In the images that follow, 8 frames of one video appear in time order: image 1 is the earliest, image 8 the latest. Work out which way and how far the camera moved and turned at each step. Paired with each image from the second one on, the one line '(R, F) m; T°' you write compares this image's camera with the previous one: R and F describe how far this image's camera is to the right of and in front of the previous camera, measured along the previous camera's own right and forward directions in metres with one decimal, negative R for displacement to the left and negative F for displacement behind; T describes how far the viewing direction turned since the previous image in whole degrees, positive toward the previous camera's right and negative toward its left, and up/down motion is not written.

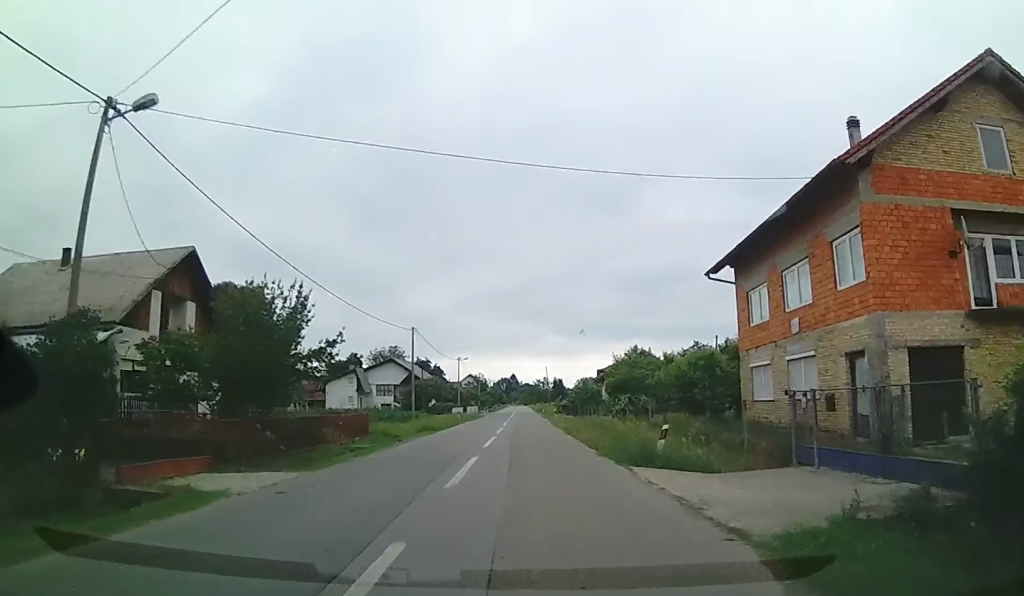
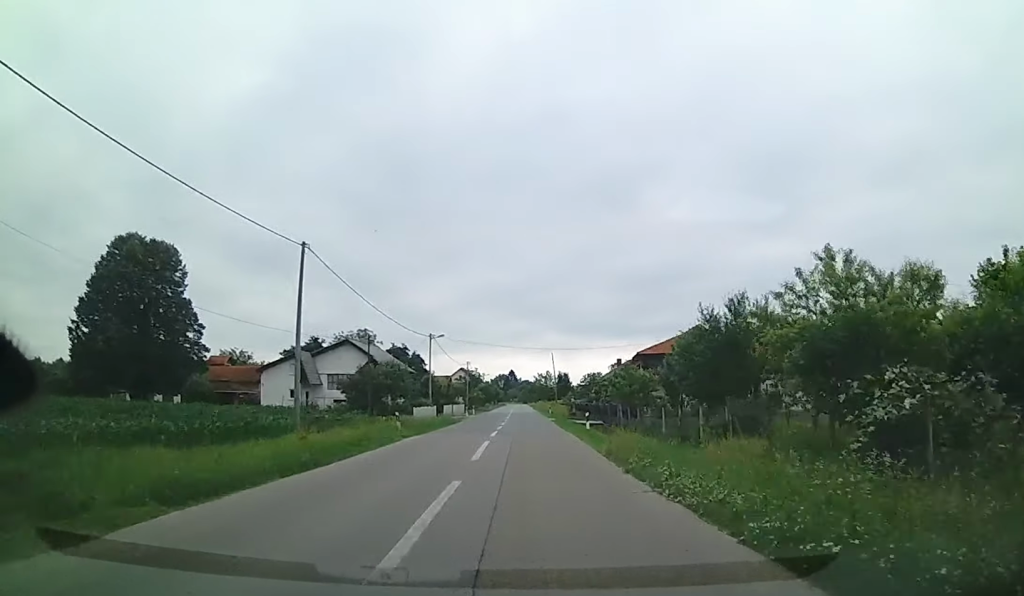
(-0.9, +27.3) m; -1°
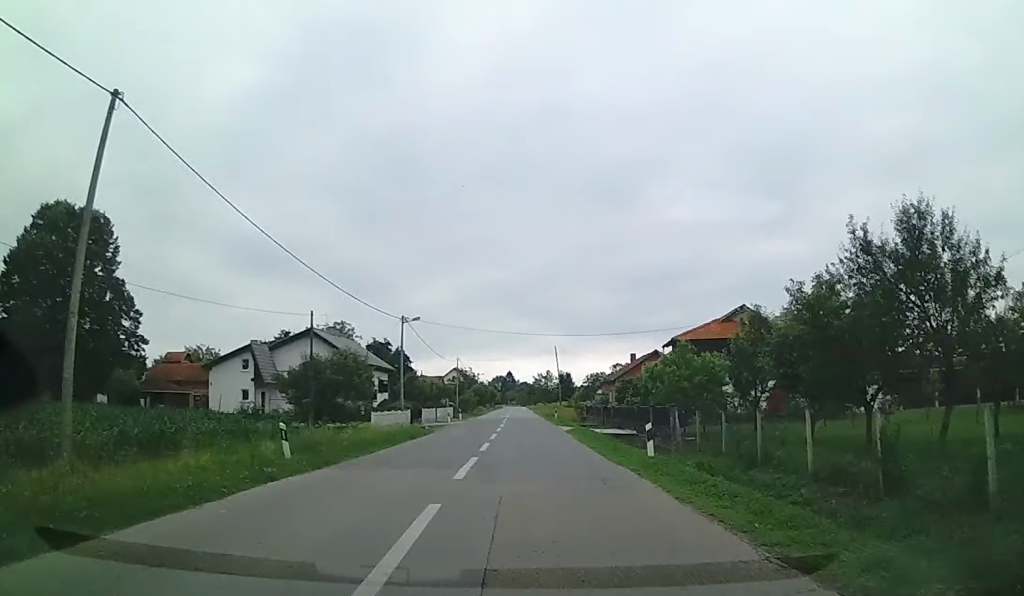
(0.0, +13.8) m; +1°
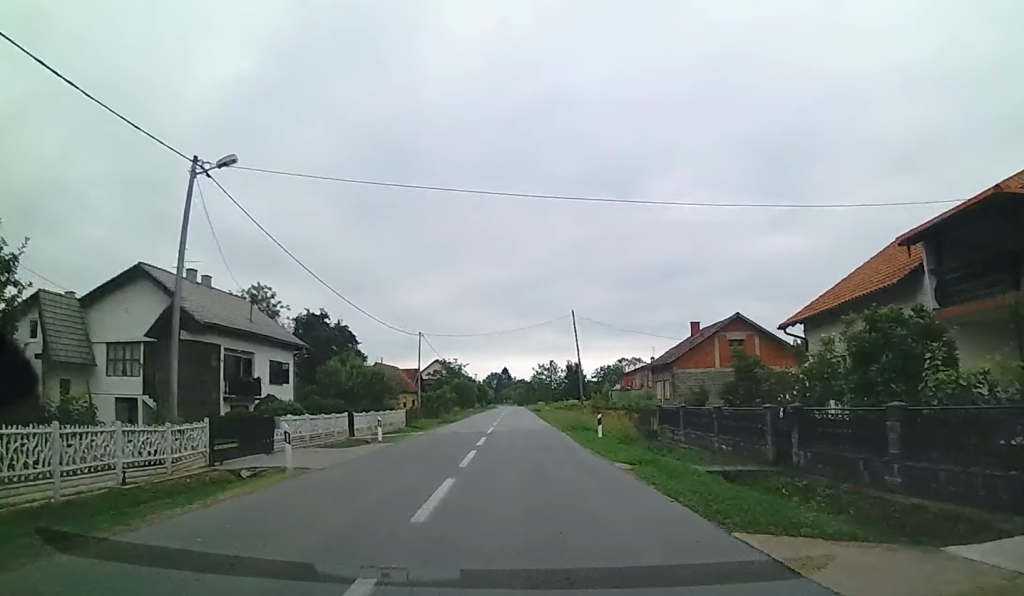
(+0.6, +31.5) m; 0°
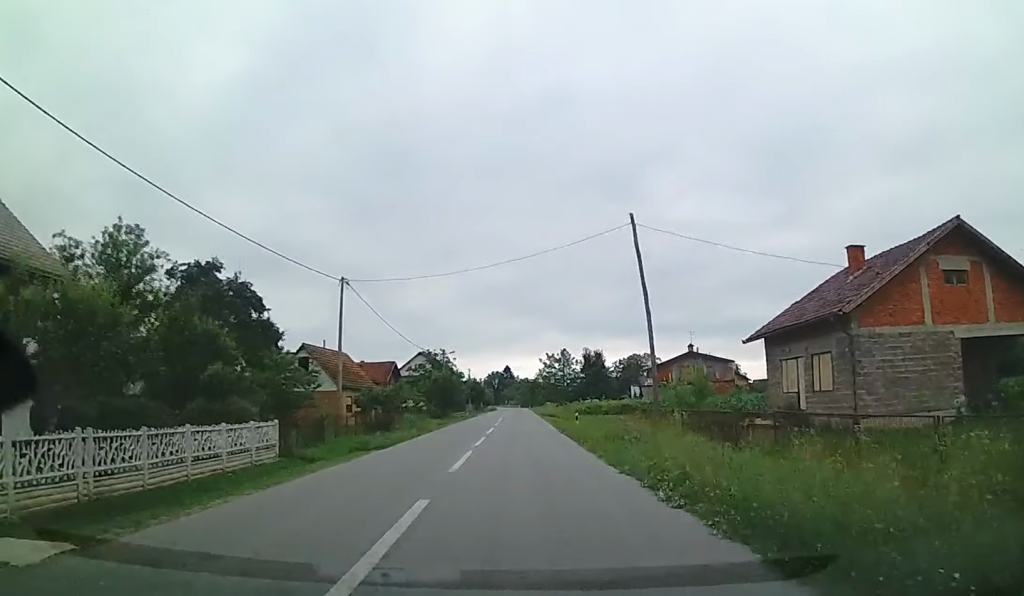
(-0.2, +26.2) m; 0°
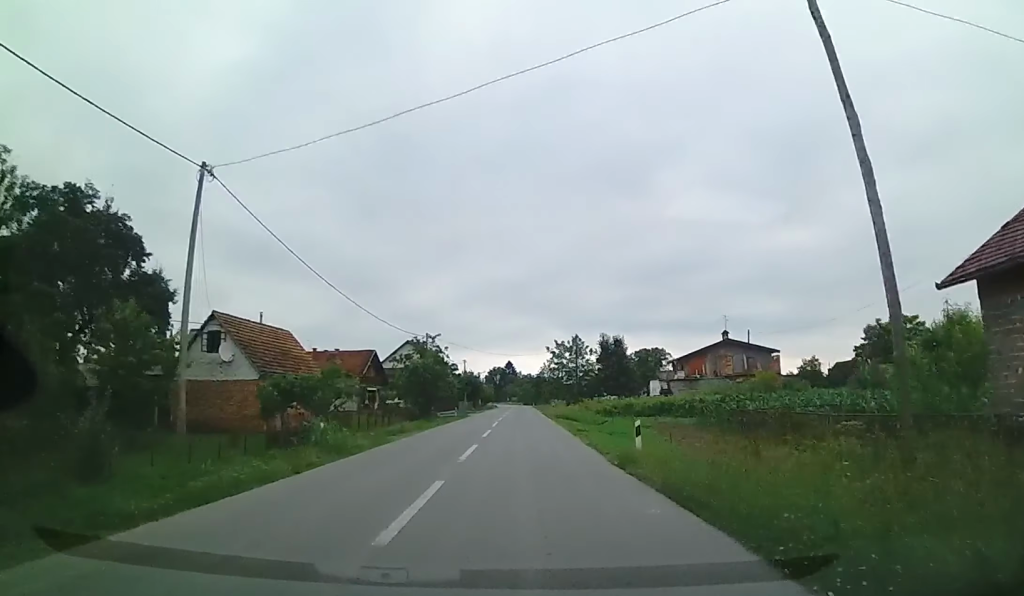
(+0.3, +15.5) m; 0°
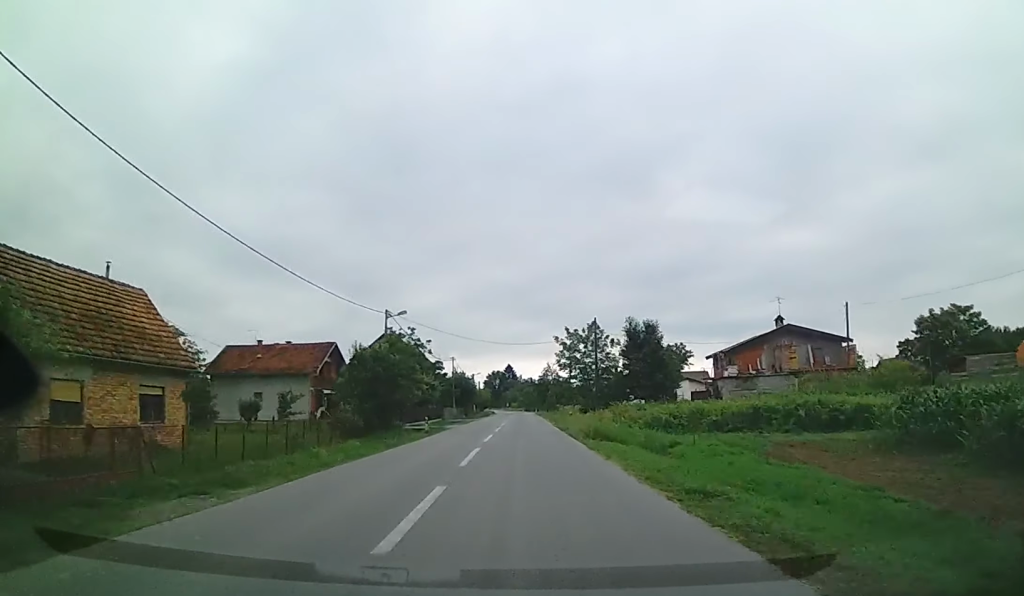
(-0.3, +17.9) m; -1°
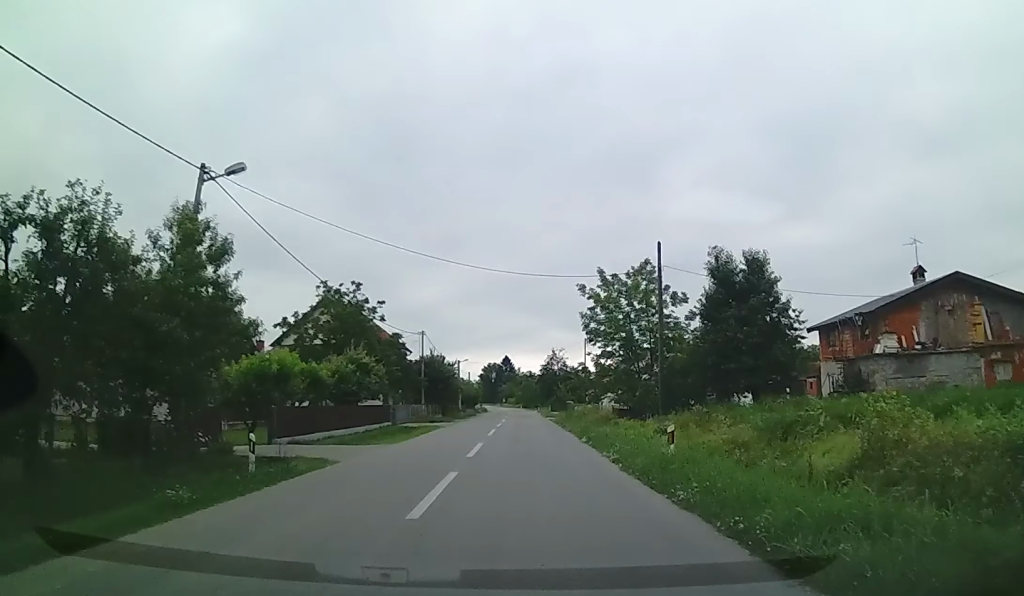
(-0.1, +24.8) m; -1°
